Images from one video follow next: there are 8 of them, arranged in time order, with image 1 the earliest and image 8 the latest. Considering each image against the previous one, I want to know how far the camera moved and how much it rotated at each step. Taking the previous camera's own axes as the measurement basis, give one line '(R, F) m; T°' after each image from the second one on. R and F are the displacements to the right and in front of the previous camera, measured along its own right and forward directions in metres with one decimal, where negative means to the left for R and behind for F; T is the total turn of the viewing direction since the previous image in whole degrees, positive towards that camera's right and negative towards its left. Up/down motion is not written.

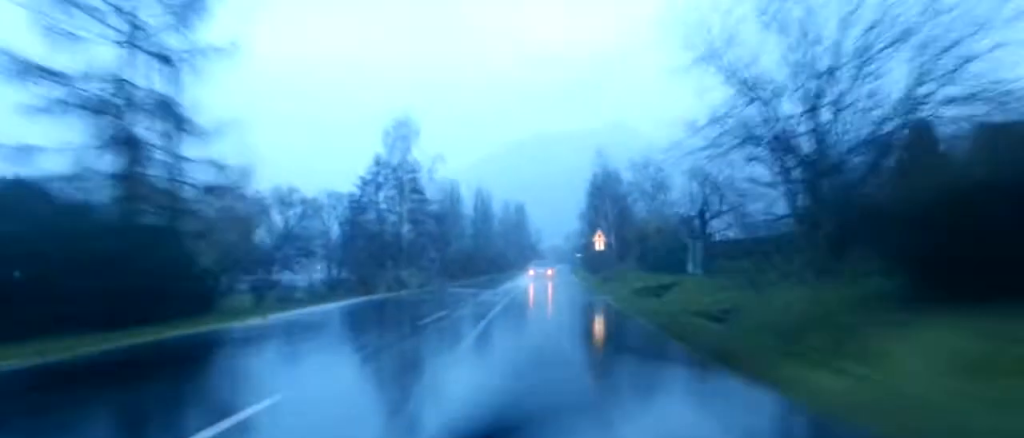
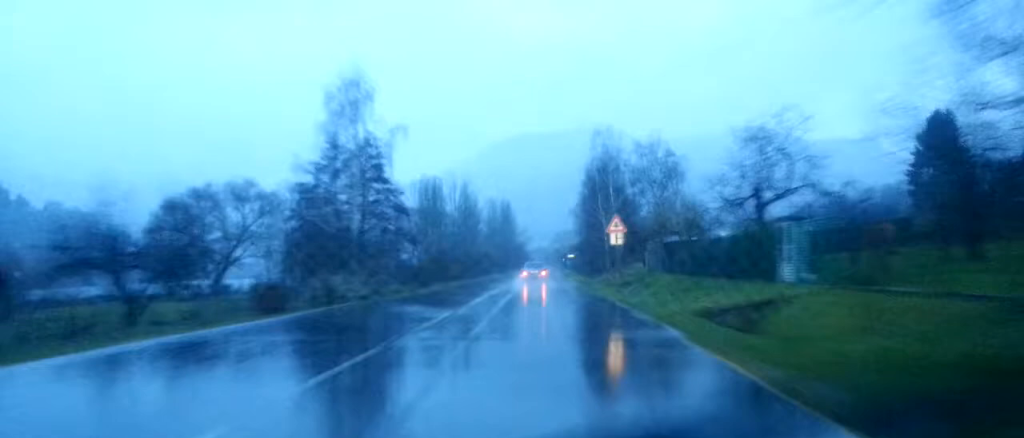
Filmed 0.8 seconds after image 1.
(+0.3, +14.8) m; +1°
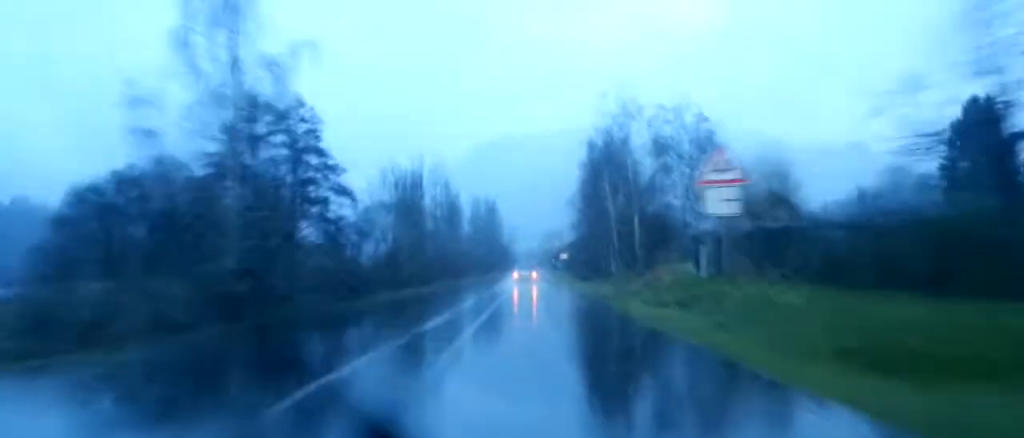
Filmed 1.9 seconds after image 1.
(0.0, +19.6) m; 0°
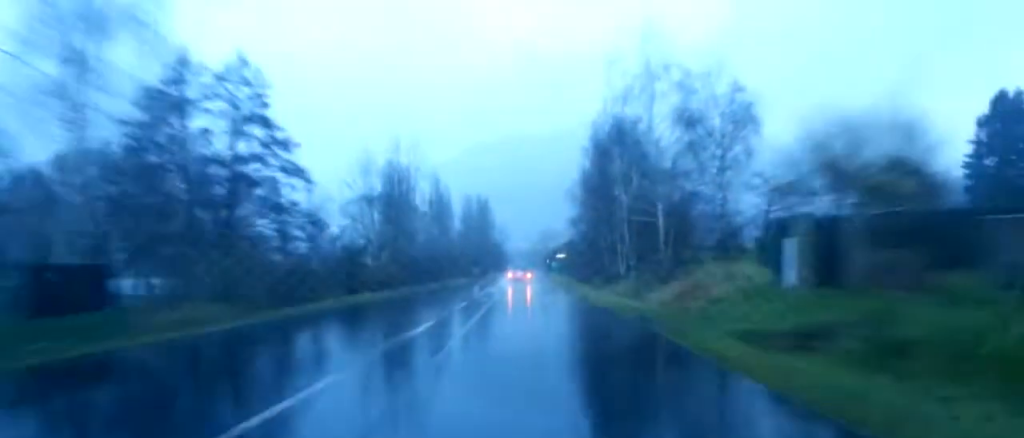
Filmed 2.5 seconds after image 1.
(0.0, +11.1) m; 0°
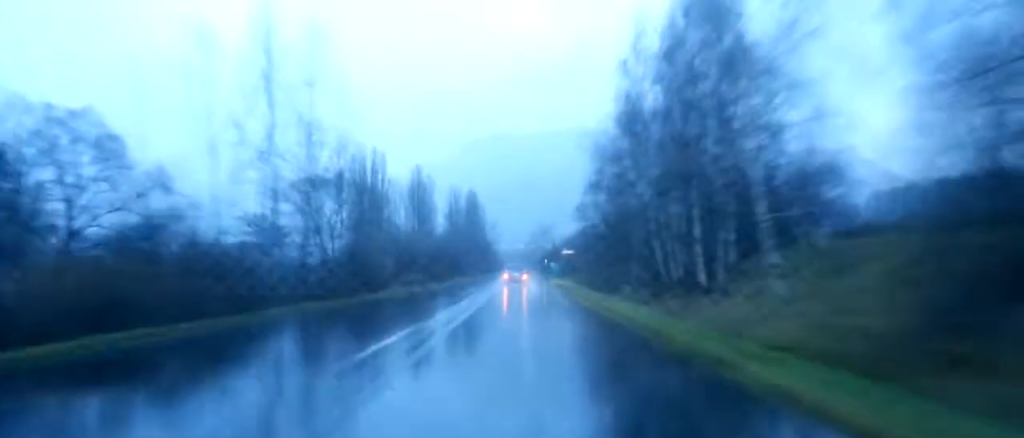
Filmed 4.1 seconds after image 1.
(+0.5, +30.7) m; +2°
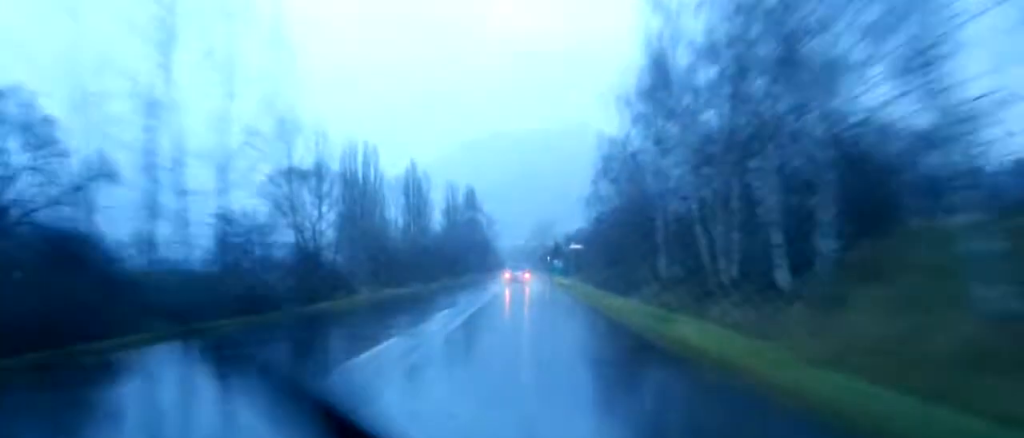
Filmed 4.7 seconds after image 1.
(+0.3, +9.8) m; 0°
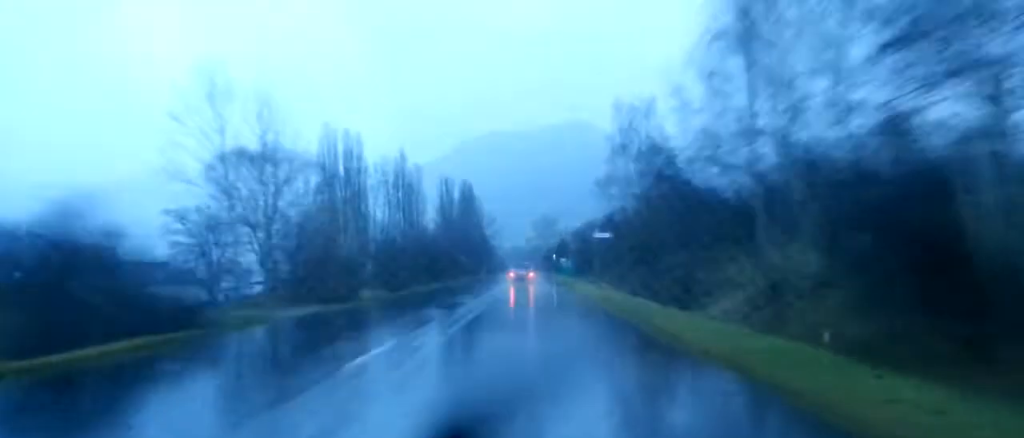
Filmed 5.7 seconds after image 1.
(-0.5, +18.5) m; 0°
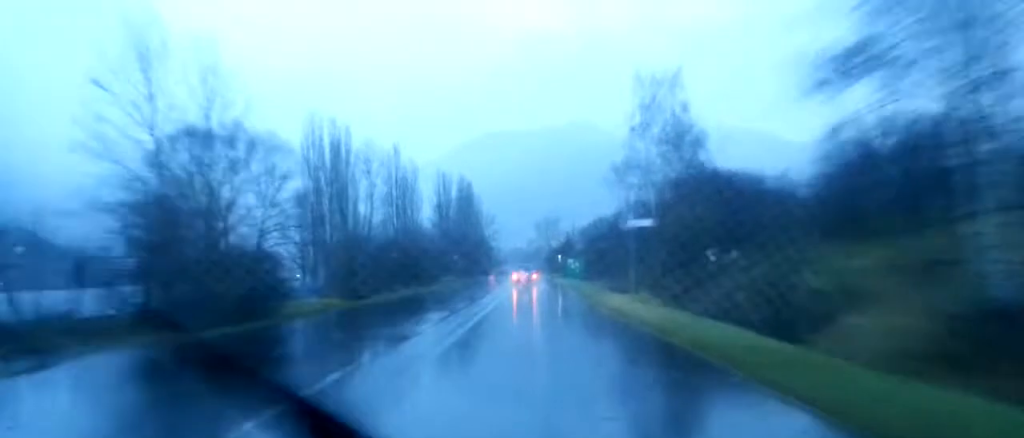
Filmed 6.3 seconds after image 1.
(+0.3, +12.4) m; +1°
